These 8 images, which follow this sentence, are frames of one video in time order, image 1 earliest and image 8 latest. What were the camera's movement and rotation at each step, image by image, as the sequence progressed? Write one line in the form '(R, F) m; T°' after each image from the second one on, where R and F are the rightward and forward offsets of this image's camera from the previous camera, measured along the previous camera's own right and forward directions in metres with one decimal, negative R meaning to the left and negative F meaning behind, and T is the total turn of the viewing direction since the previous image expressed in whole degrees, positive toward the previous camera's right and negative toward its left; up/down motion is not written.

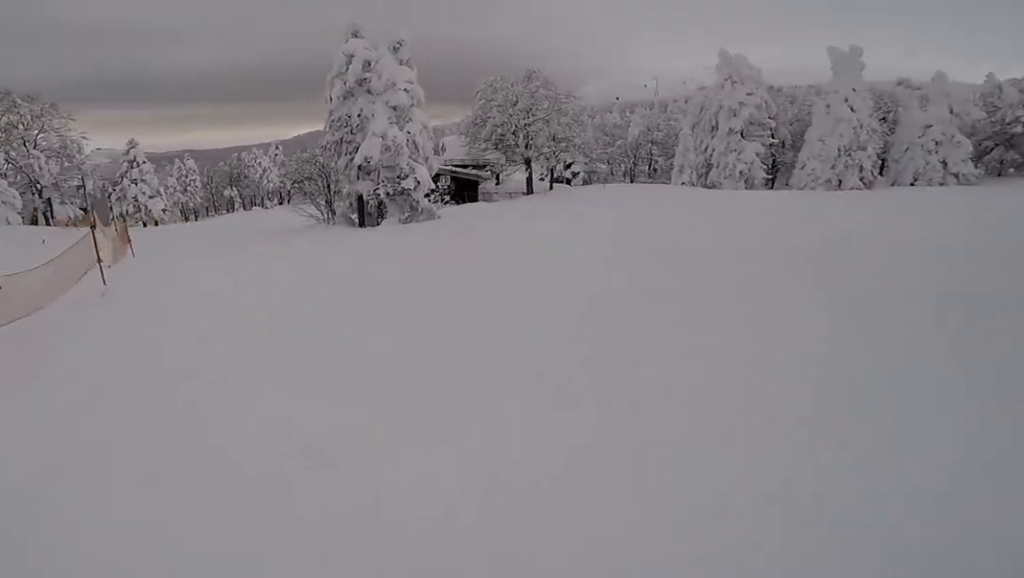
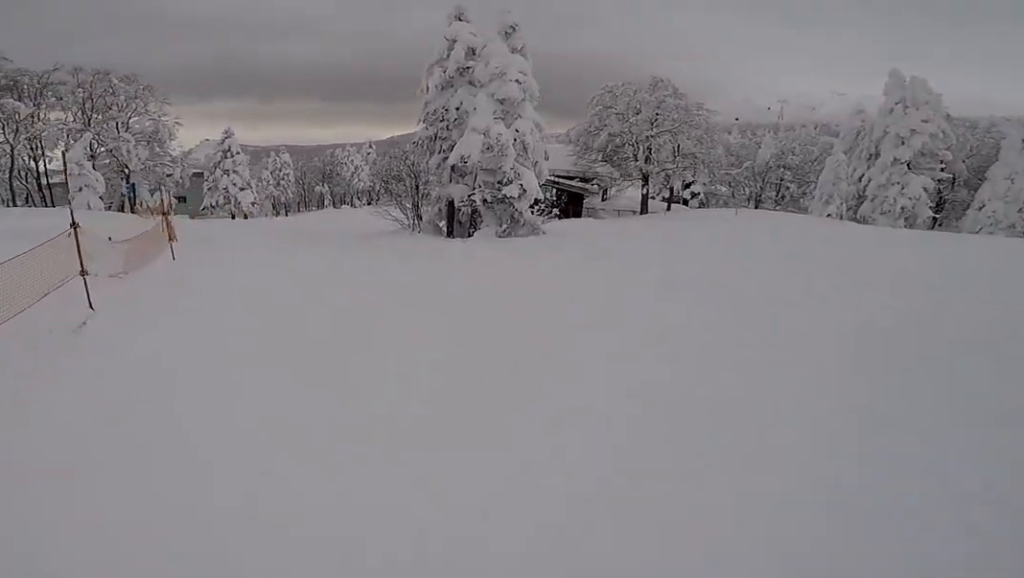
(-0.4, +3.0) m; -1°
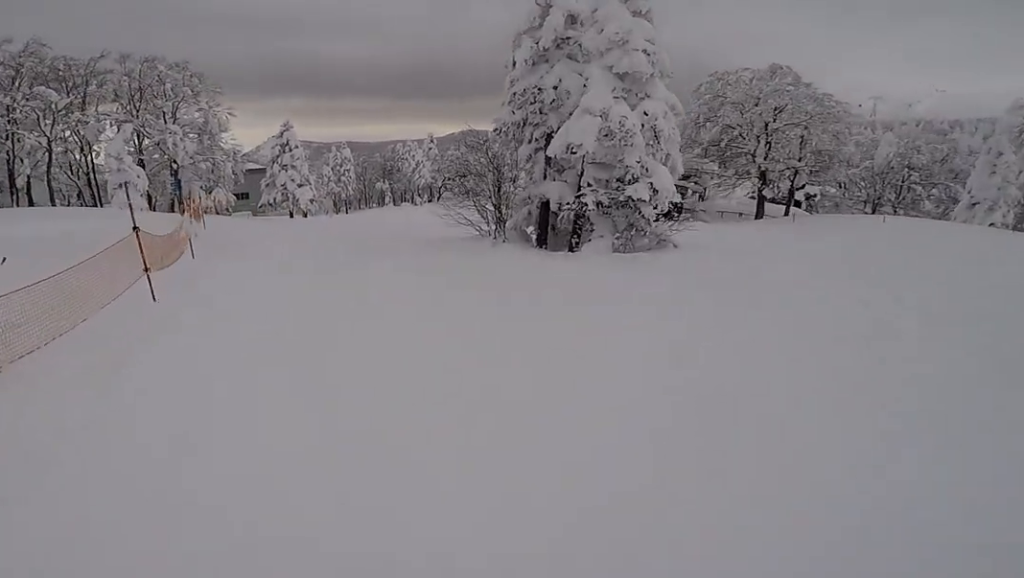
(-0.2, +4.1) m; -1°
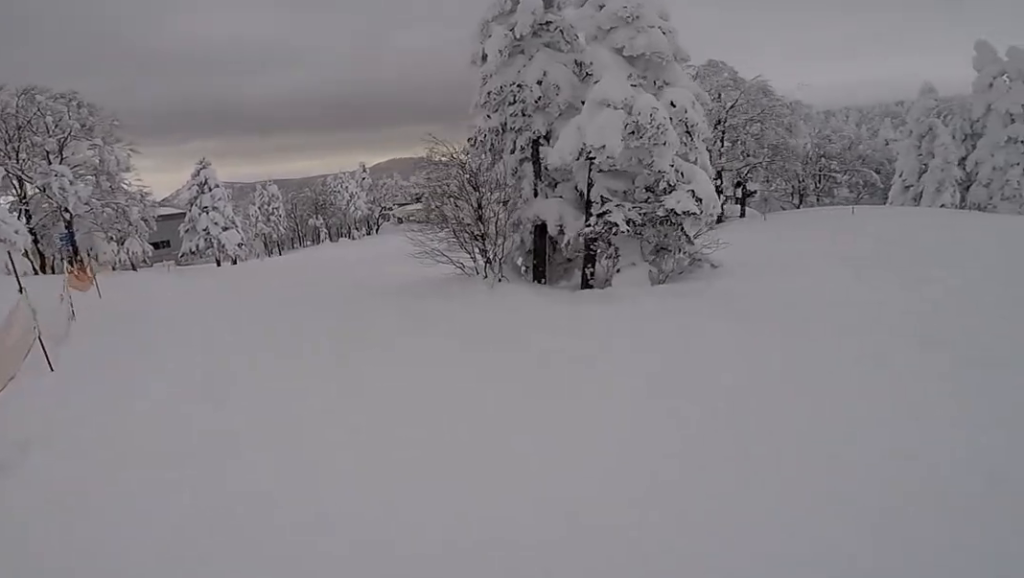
(+0.4, +4.0) m; 0°
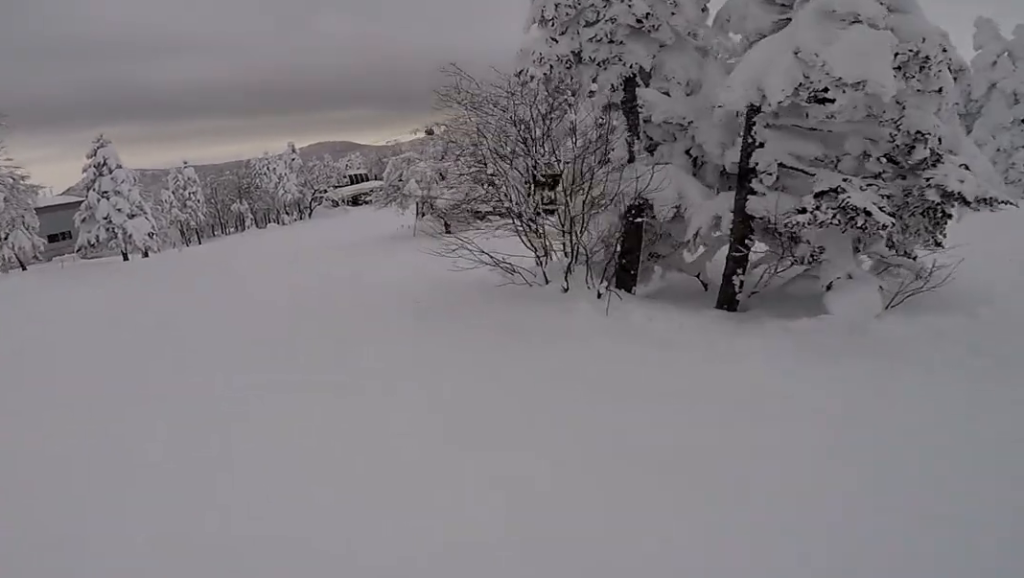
(-0.5, +5.8) m; -5°
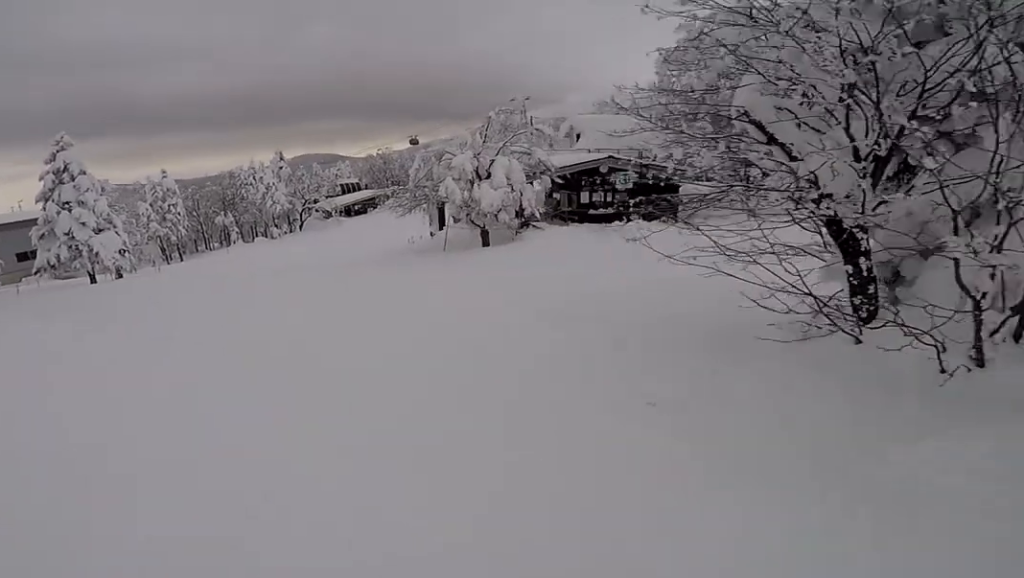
(-0.1, +5.7) m; 0°
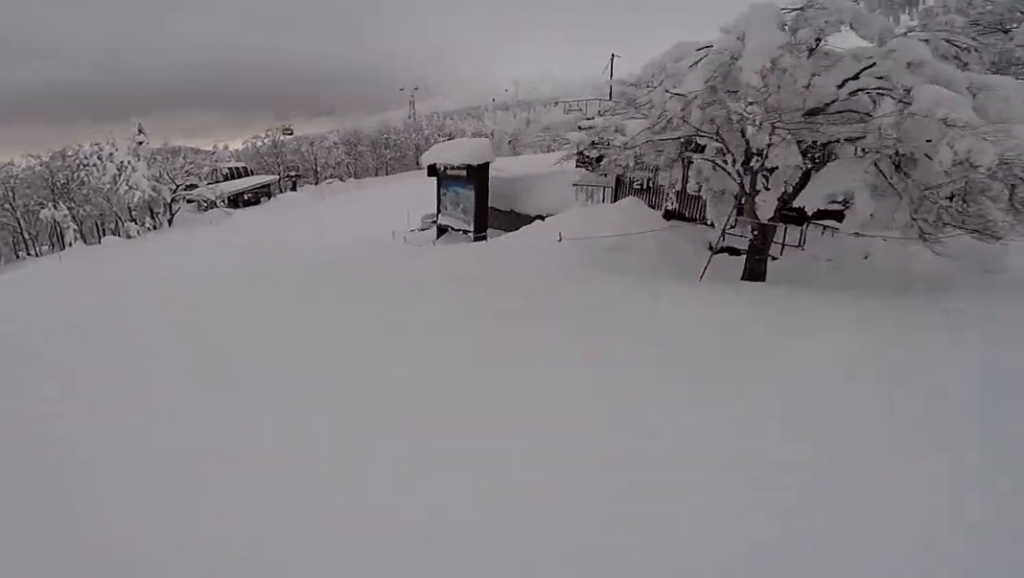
(+2.2, +15.8) m; +16°
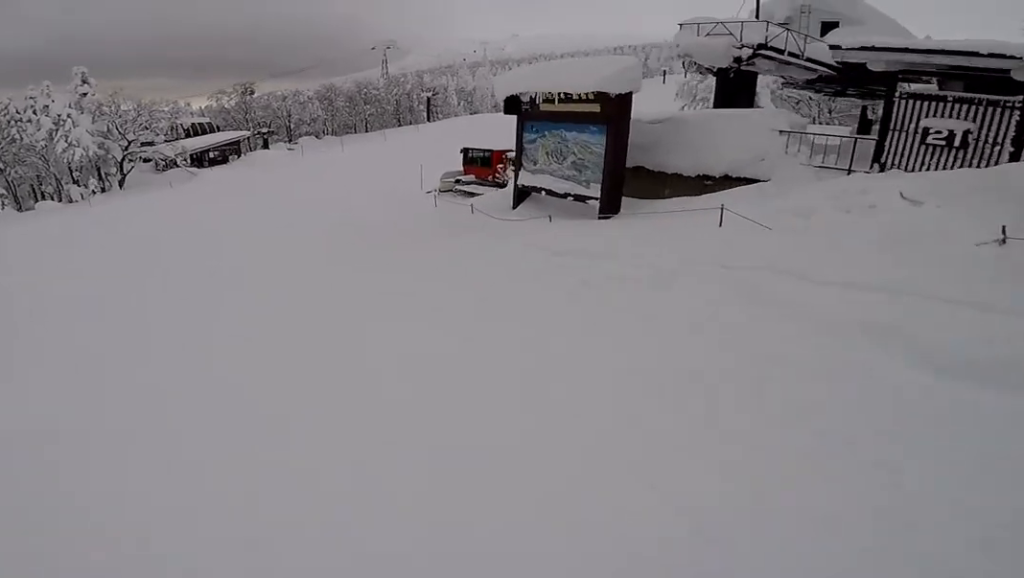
(+0.1, +7.8) m; +9°
